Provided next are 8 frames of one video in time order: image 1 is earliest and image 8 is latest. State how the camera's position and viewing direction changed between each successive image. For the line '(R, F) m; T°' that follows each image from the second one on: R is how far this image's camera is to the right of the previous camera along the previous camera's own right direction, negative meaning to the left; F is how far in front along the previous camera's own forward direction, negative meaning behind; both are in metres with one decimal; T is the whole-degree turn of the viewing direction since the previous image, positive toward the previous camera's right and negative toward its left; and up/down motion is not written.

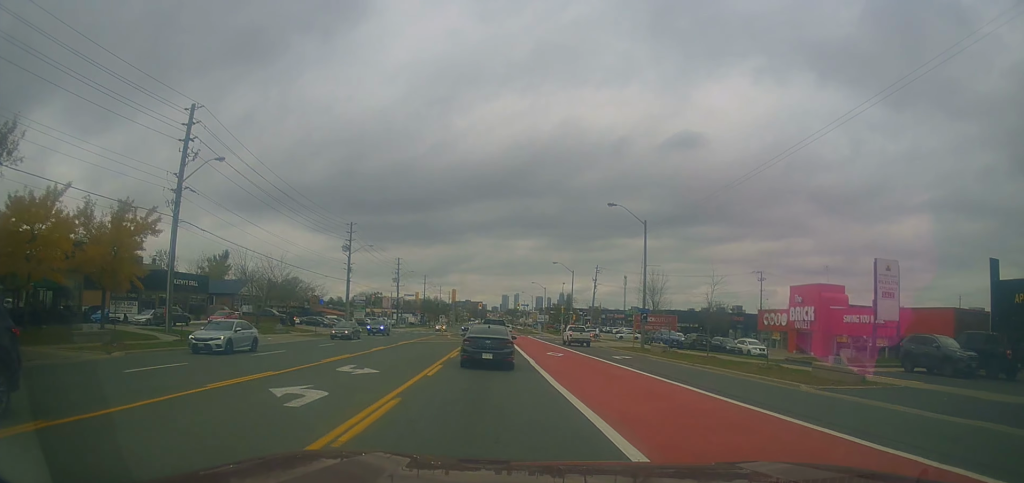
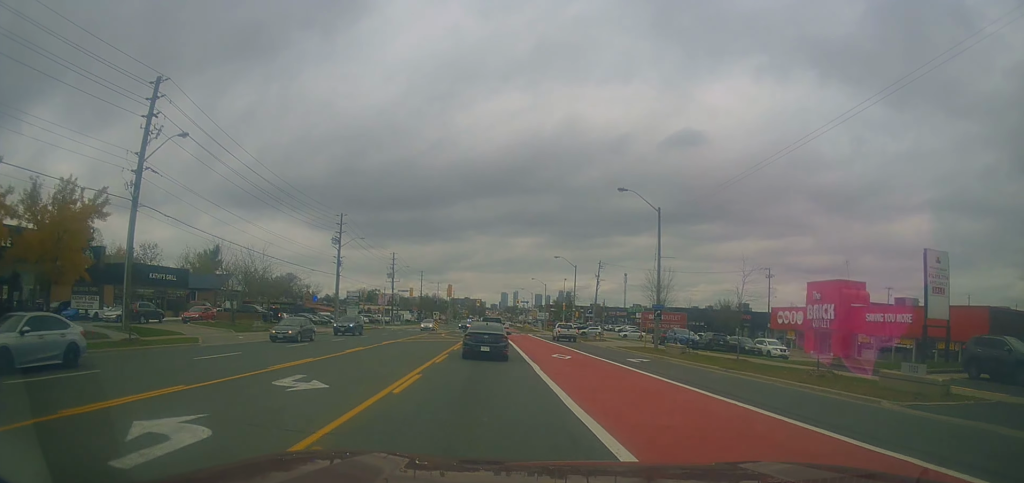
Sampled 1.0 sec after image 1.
(+0.1, +4.4) m; -2°
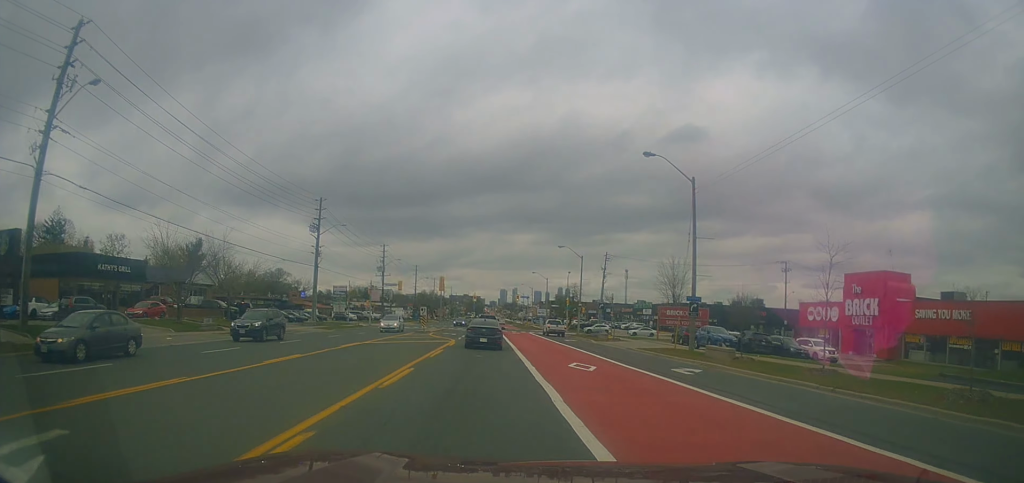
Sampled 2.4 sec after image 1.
(-0.5, +7.9) m; -4°
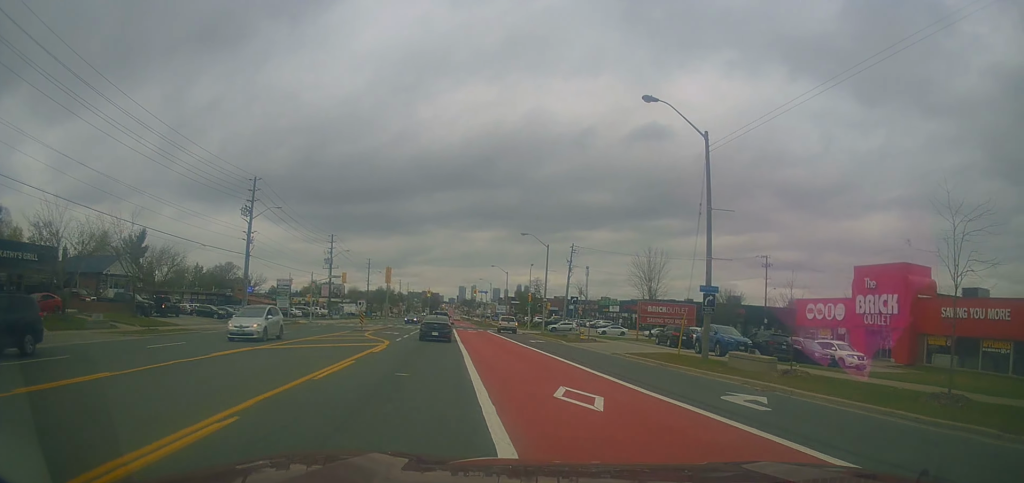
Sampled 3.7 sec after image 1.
(+0.4, +8.1) m; +7°
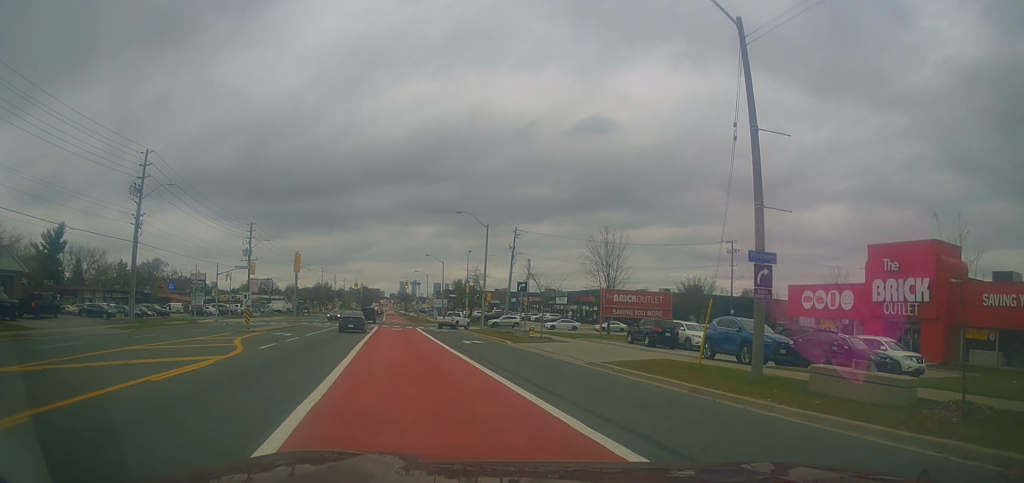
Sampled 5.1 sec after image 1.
(+0.4, +10.2) m; +3°
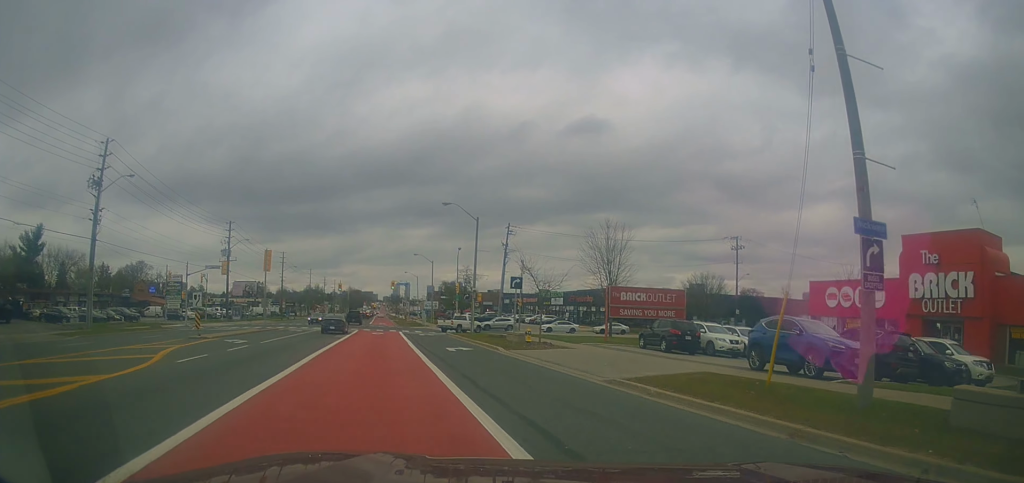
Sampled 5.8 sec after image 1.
(0.0, +5.1) m; +2°
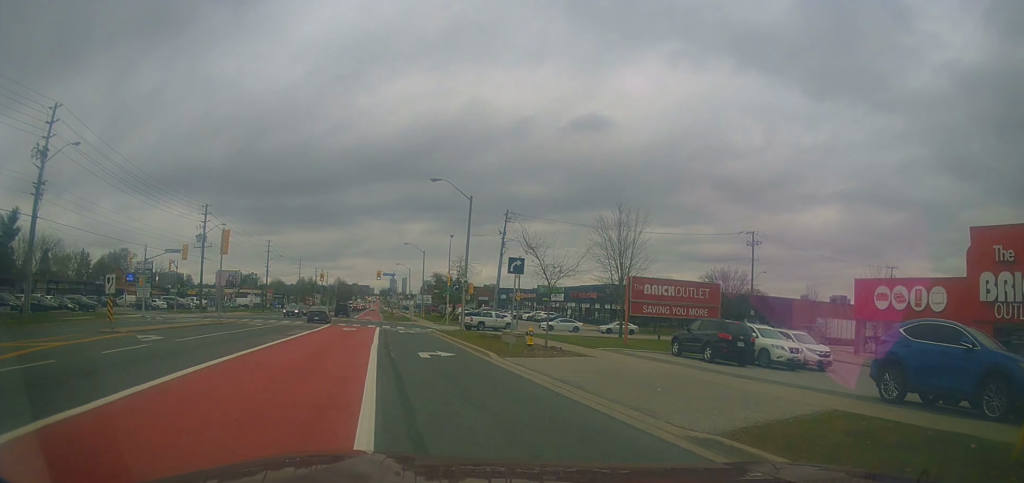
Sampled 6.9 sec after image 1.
(+0.3, +7.4) m; +4°
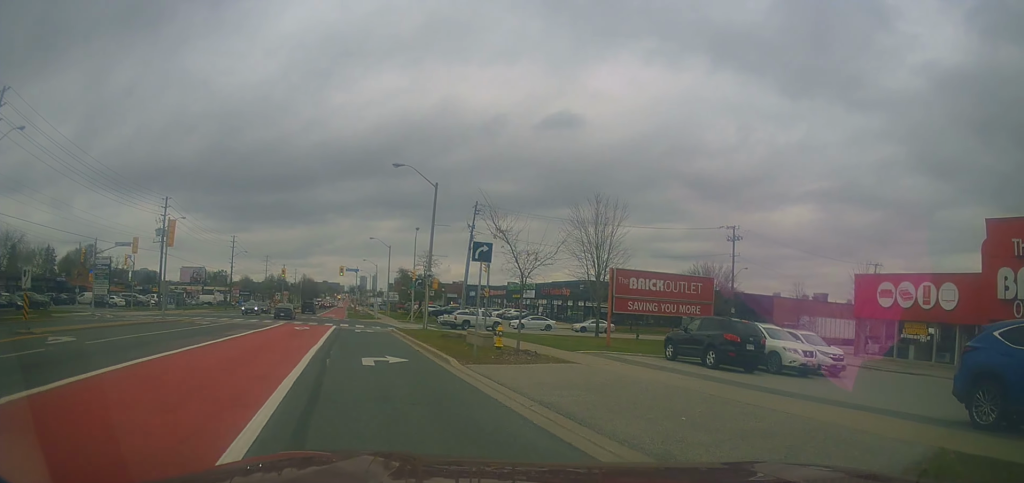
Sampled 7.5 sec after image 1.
(+0.1, +3.8) m; +3°
